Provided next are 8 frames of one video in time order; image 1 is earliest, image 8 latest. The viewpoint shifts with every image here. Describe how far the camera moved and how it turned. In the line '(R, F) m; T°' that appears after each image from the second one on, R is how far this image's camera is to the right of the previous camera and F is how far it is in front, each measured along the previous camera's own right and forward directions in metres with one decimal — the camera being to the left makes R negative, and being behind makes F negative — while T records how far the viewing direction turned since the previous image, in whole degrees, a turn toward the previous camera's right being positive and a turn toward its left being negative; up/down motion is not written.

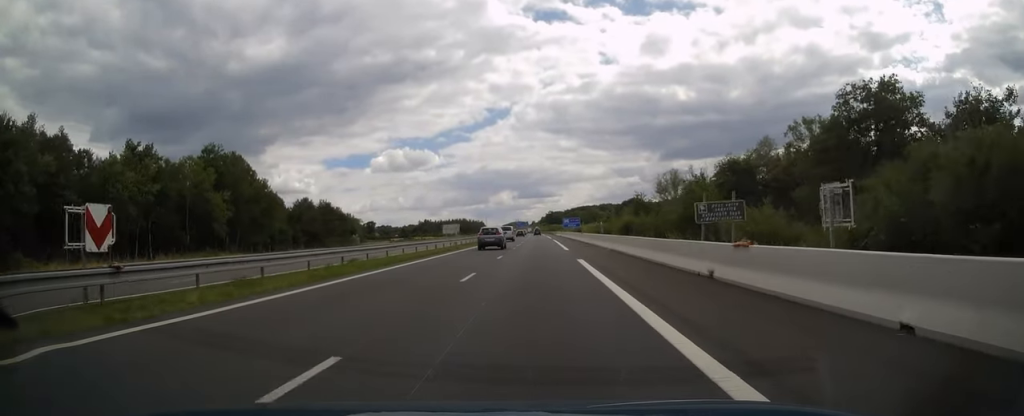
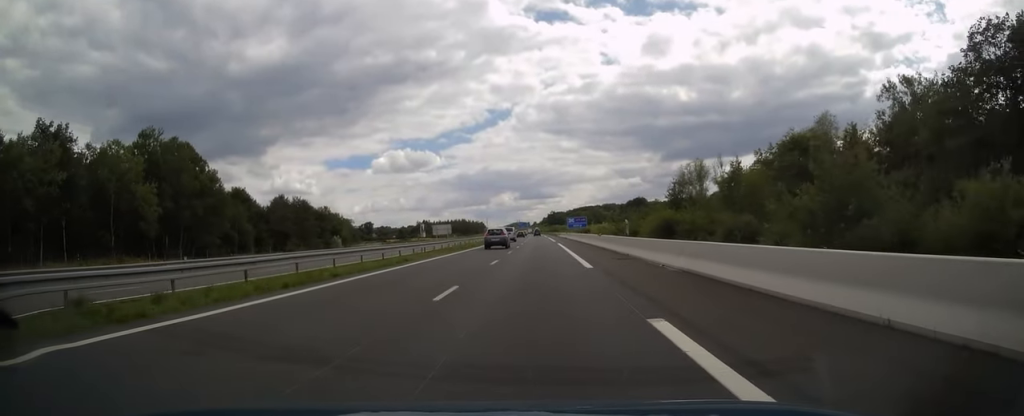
(0.0, +17.1) m; 0°
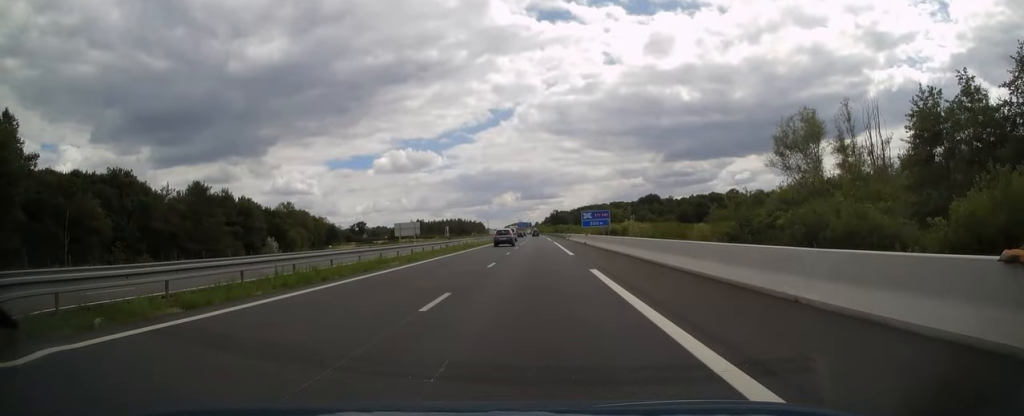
(0.0, +40.2) m; 0°
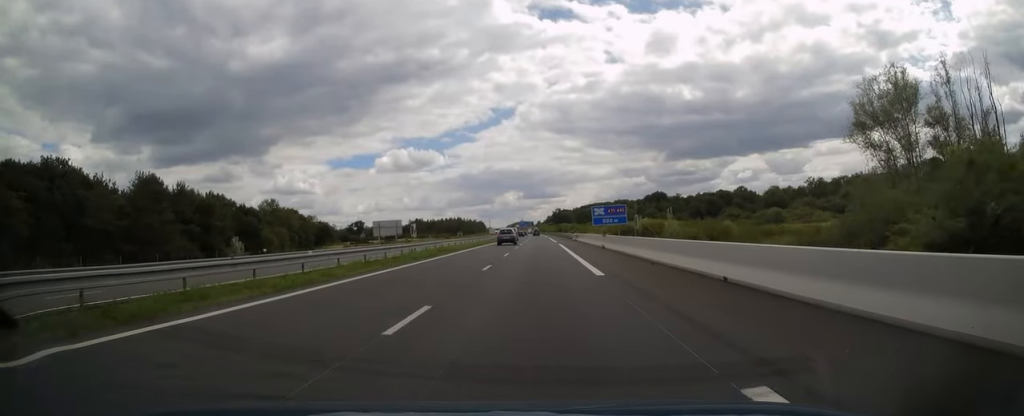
(0.0, +15.3) m; 0°
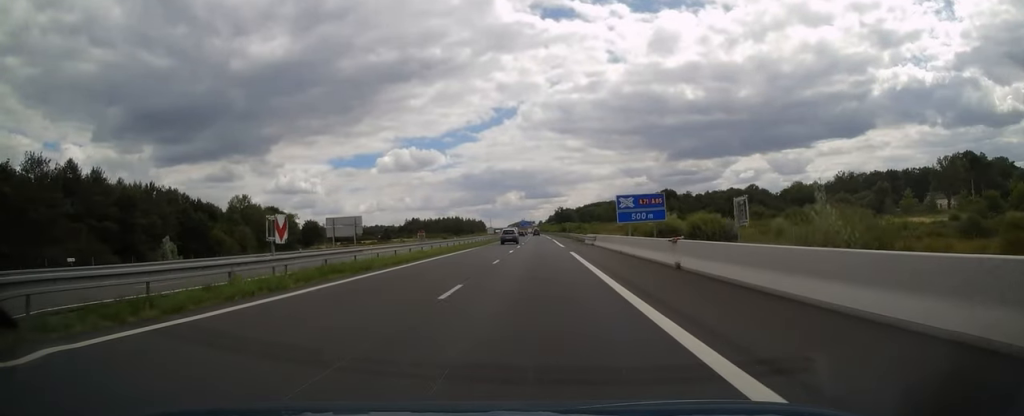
(-0.1, +21.6) m; 0°
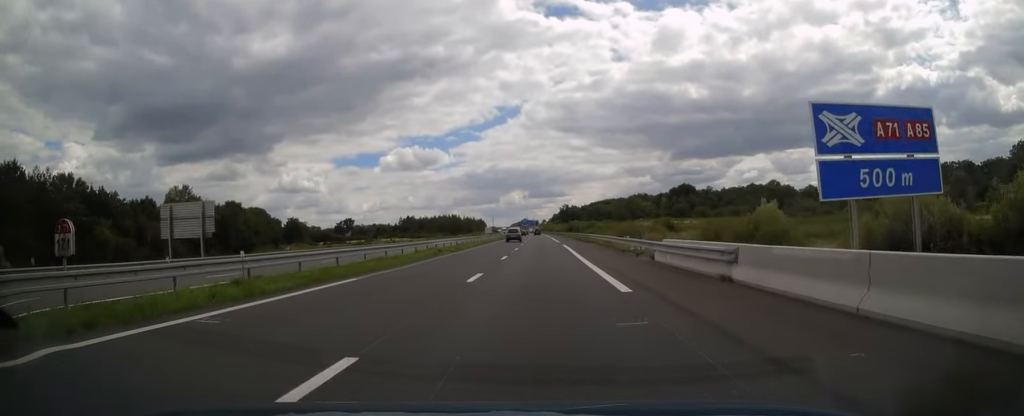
(0.0, +34.9) m; 0°
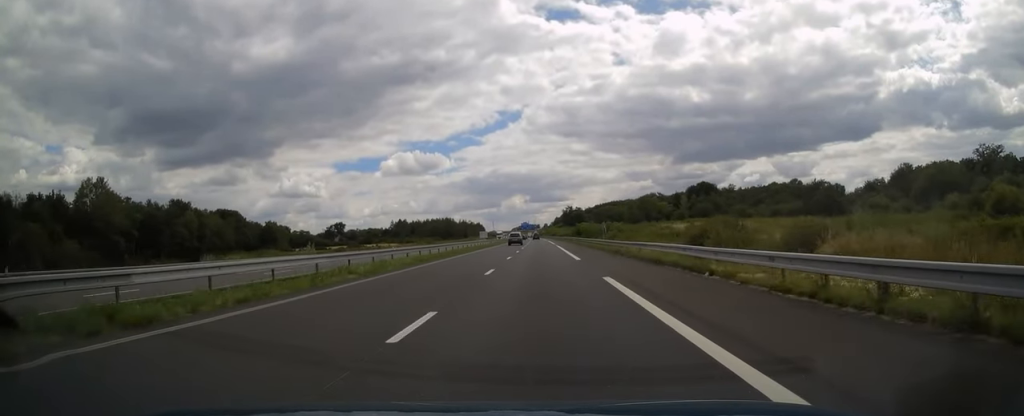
(-0.1, +34.4) m; 0°
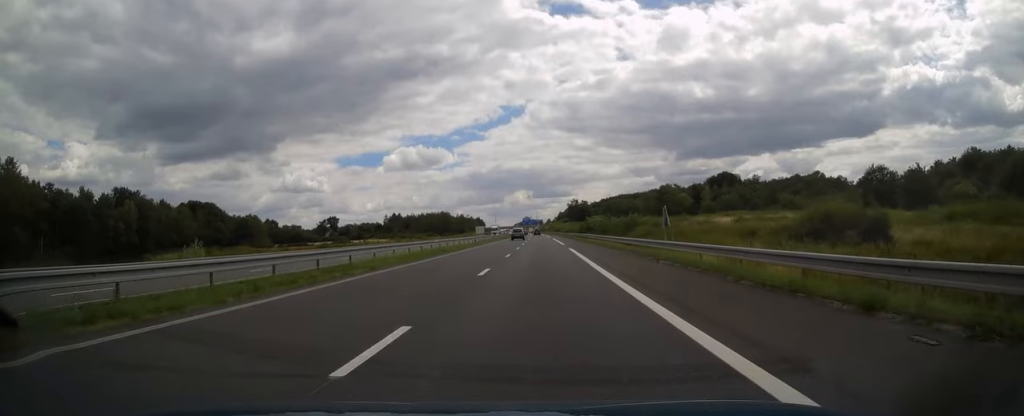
(-0.1, +28.0) m; 0°
